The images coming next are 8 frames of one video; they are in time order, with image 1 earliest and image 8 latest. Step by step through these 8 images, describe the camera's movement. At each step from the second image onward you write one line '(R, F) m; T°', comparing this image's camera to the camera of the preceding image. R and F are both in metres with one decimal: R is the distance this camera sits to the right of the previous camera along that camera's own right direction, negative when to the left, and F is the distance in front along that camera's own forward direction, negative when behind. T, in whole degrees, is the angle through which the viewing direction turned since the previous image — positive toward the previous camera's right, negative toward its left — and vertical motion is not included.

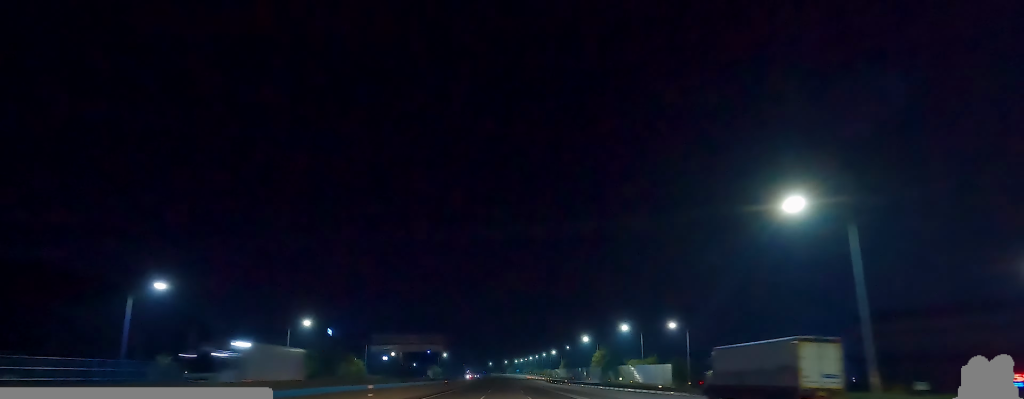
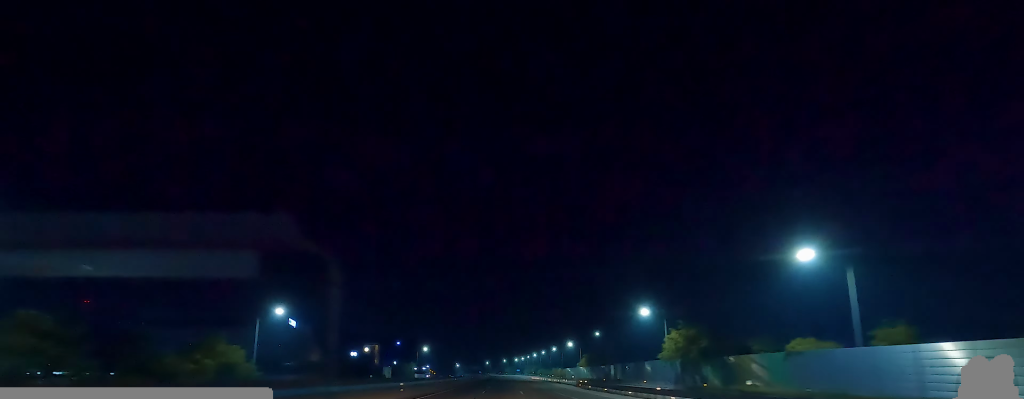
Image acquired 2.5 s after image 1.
(-0.7, +67.2) m; -1°
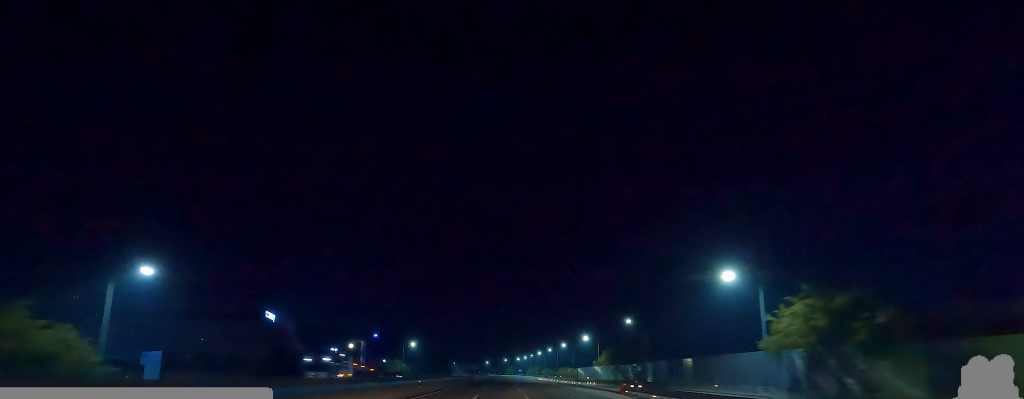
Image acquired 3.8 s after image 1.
(+0.4, +33.1) m; 0°
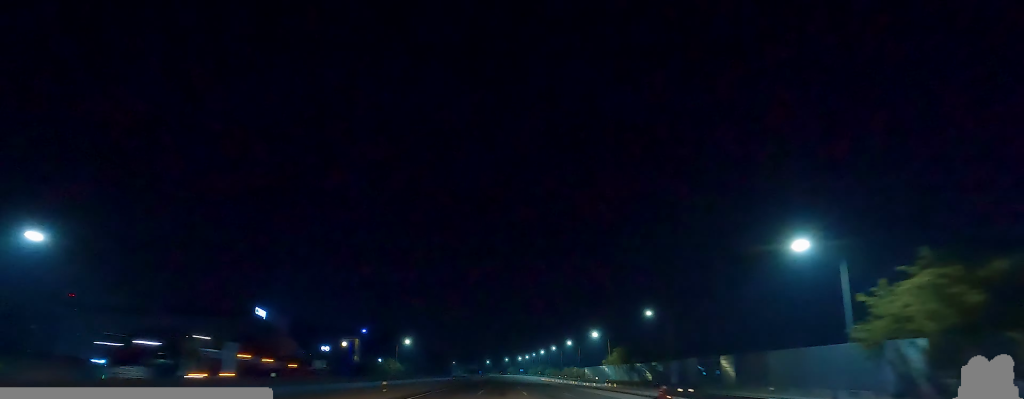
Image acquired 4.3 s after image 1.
(-0.3, +13.4) m; 0°
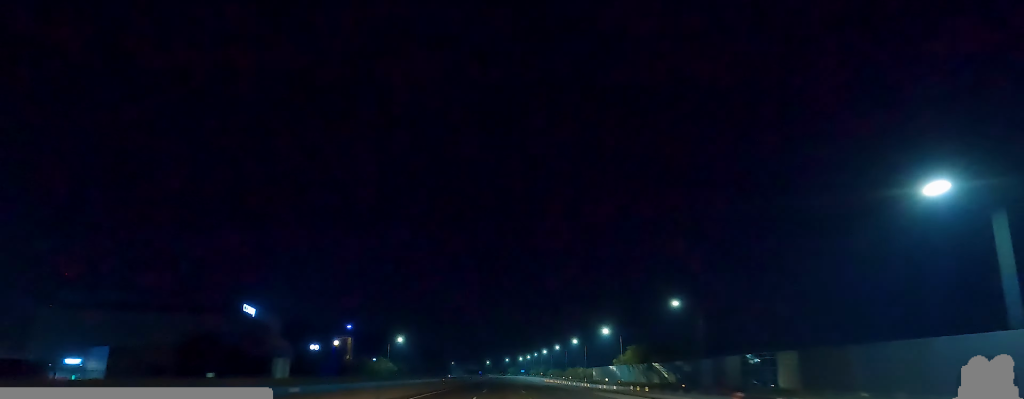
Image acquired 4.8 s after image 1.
(-0.1, +13.5) m; 0°
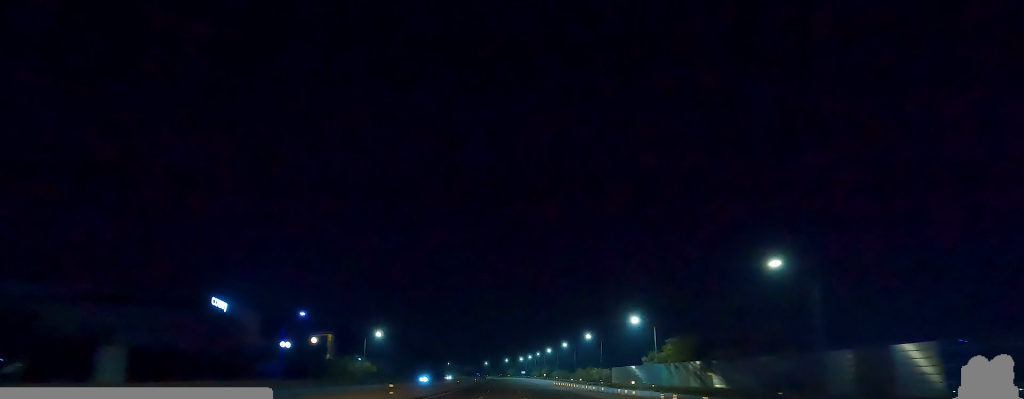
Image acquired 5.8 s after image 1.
(+0.5, +27.9) m; 0°
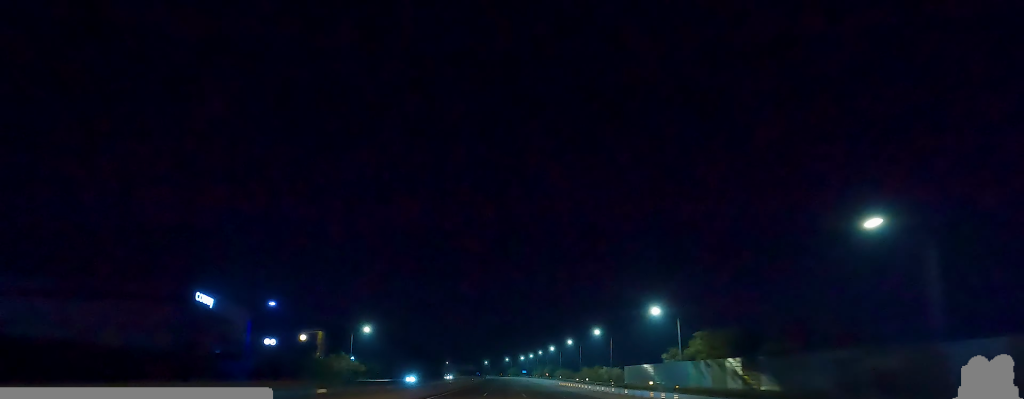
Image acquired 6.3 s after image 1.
(-0.3, +12.5) m; +1°
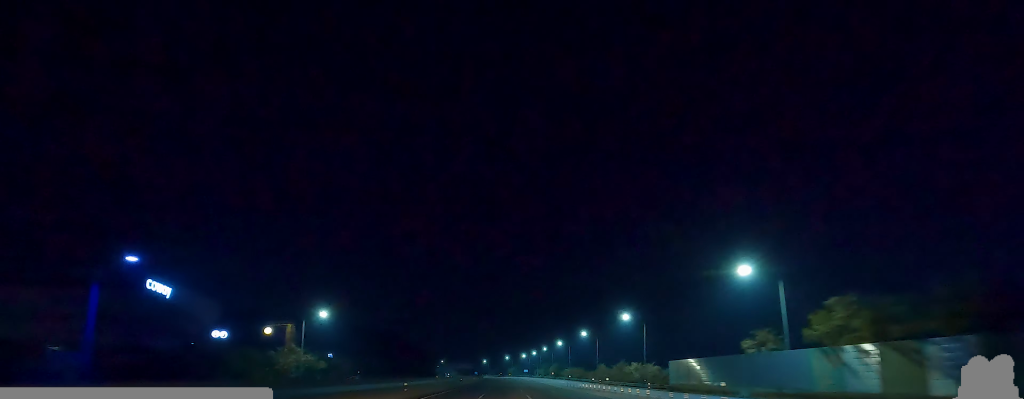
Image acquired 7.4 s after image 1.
(+0.8, +30.3) m; +1°
